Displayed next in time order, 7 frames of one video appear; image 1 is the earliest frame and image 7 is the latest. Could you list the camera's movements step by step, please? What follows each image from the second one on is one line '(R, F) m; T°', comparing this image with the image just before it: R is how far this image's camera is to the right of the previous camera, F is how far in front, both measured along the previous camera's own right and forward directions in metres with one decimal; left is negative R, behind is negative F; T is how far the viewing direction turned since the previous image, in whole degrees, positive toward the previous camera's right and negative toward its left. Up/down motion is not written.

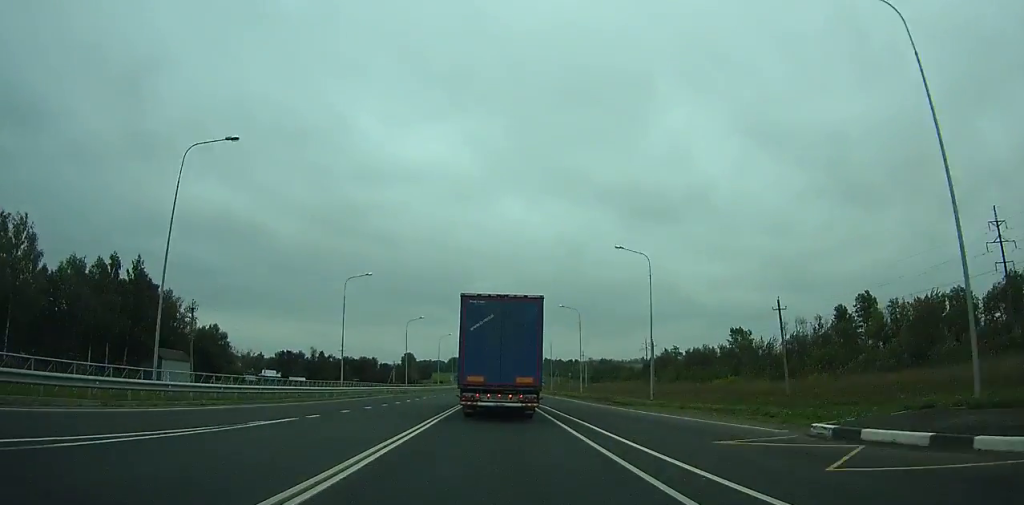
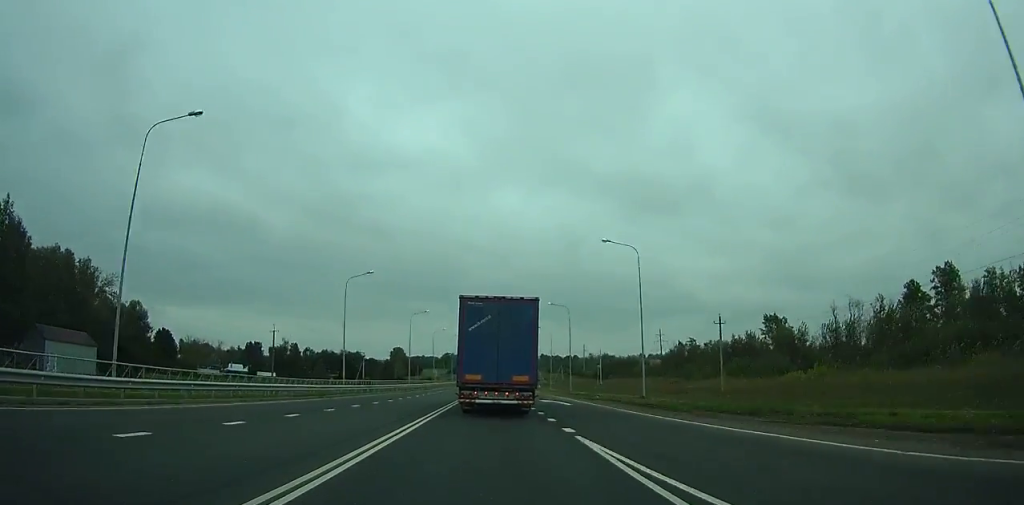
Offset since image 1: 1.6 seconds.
(0.0, +33.2) m; 0°
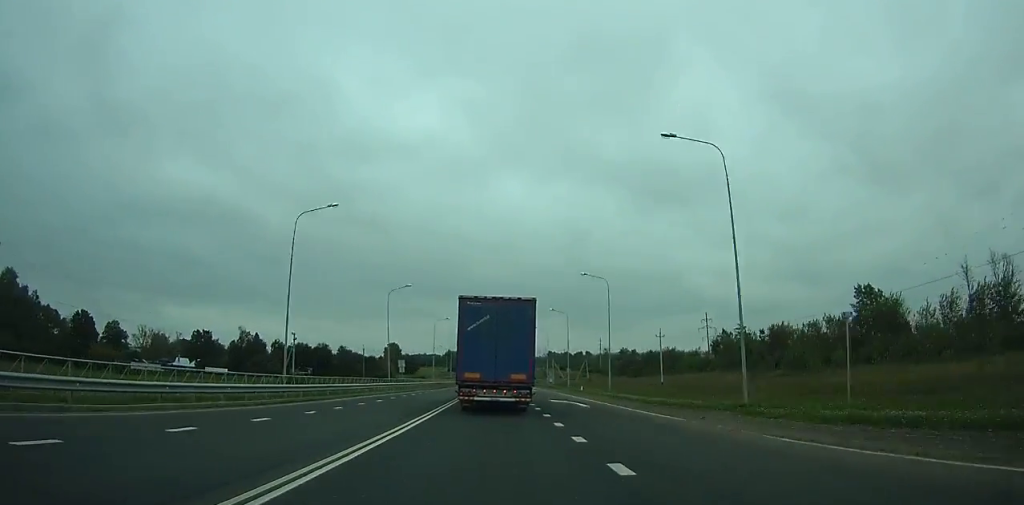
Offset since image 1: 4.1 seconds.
(+0.2, +51.9) m; 0°
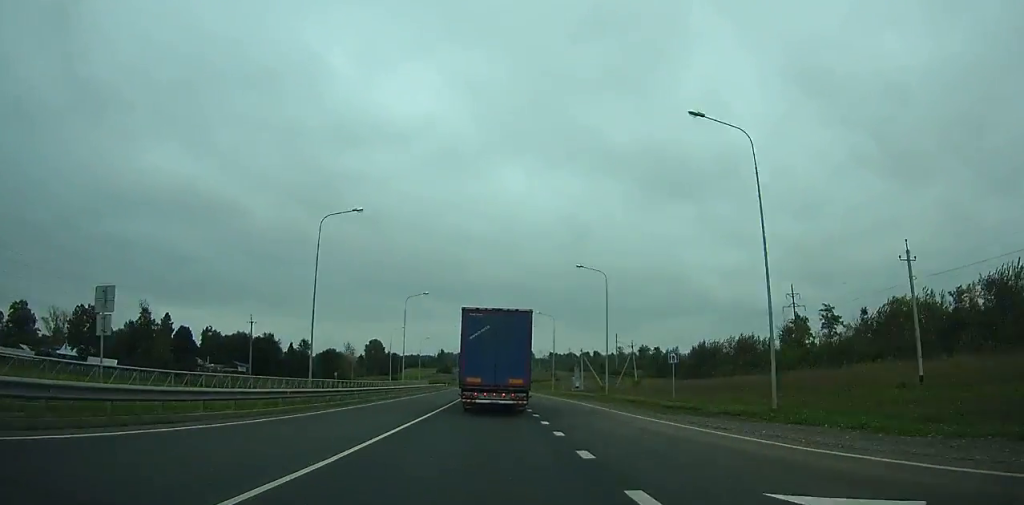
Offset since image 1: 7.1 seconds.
(-0.1, +62.9) m; 0°
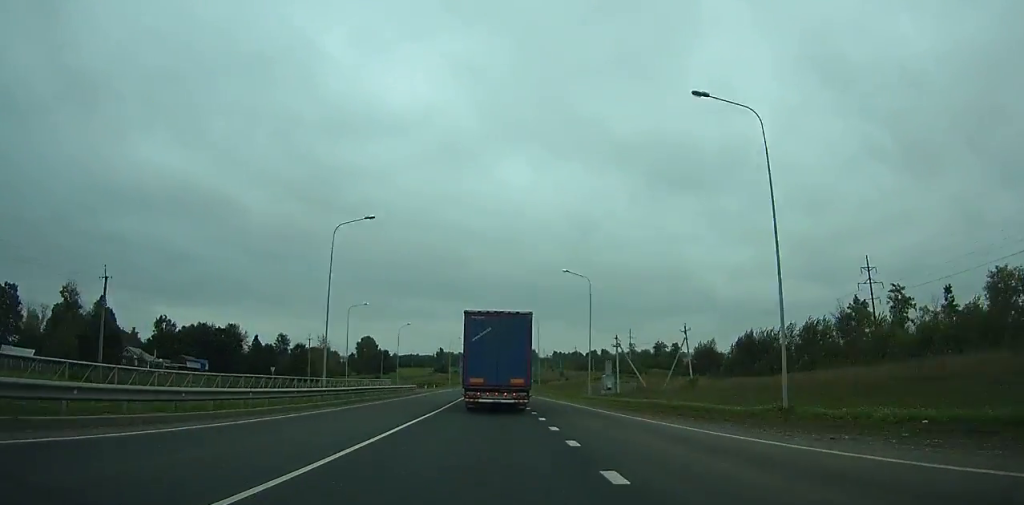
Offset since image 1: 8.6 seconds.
(-0.1, +31.9) m; 0°
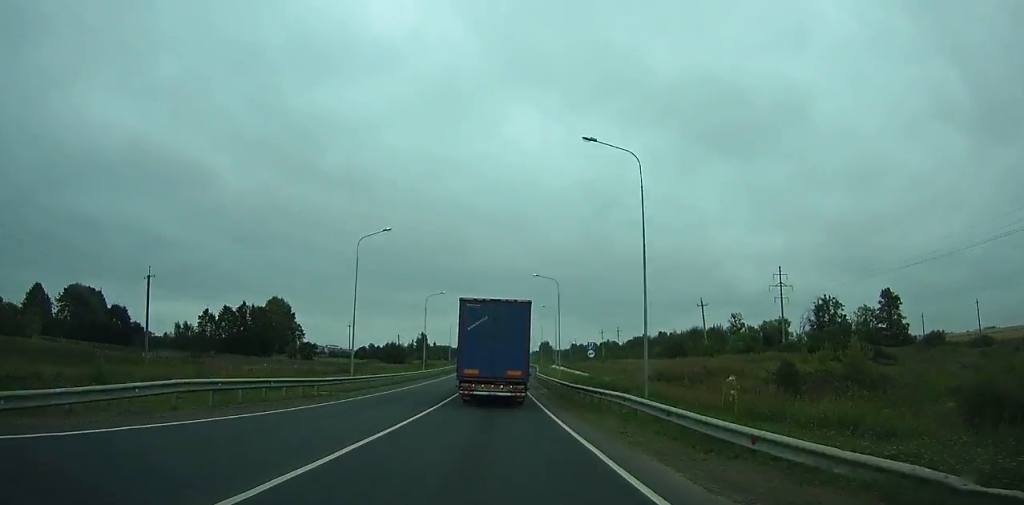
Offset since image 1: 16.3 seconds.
(+0.2, +168.2) m; 0°
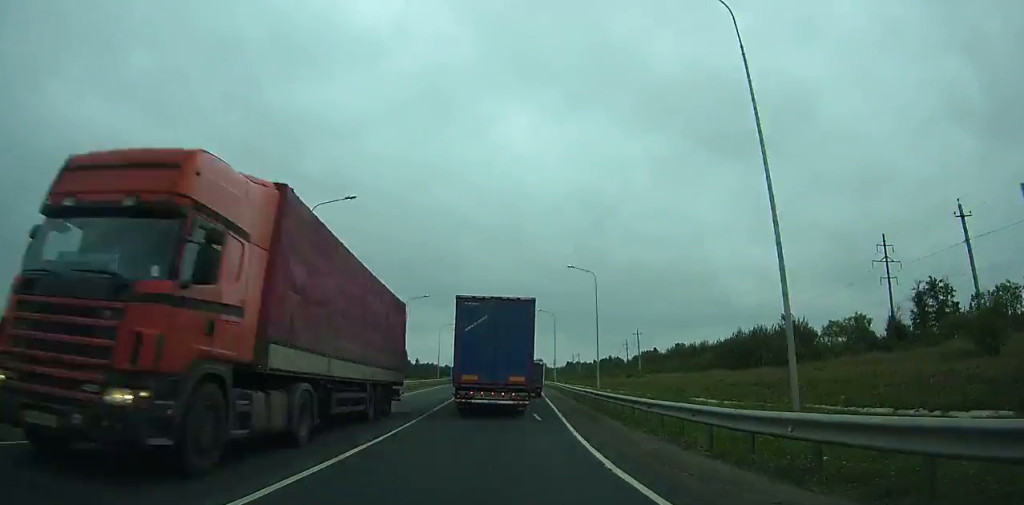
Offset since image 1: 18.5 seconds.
(0.0, +48.9) m; 0°
